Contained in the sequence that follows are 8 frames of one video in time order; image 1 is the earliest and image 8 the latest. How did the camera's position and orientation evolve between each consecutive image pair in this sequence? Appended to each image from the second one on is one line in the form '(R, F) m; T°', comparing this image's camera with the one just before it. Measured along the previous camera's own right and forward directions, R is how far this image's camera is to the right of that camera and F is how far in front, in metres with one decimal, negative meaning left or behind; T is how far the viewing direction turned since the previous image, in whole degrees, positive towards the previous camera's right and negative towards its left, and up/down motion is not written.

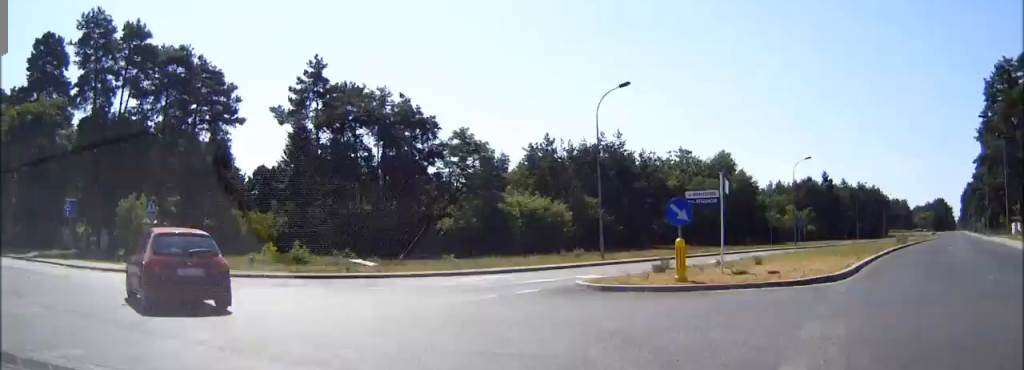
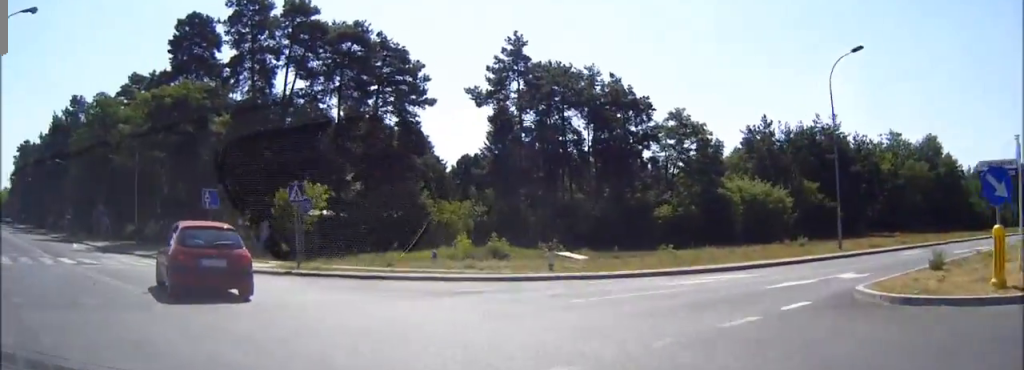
(-0.6, +5.5) m; -14°
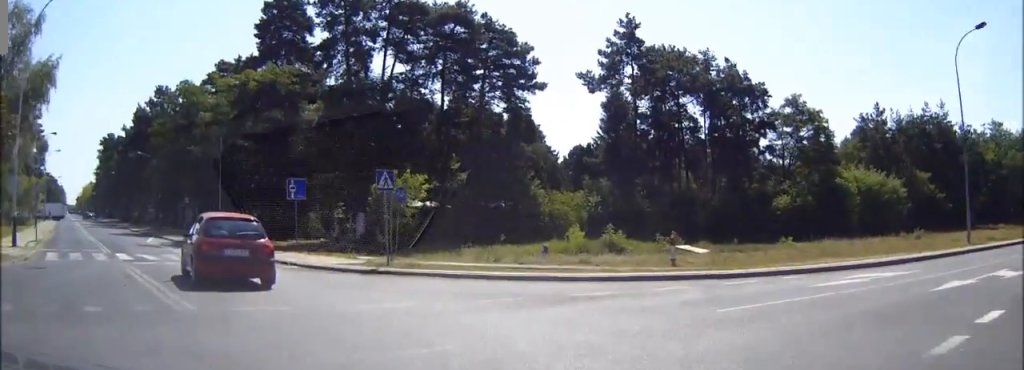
(0.0, +2.9) m; -8°
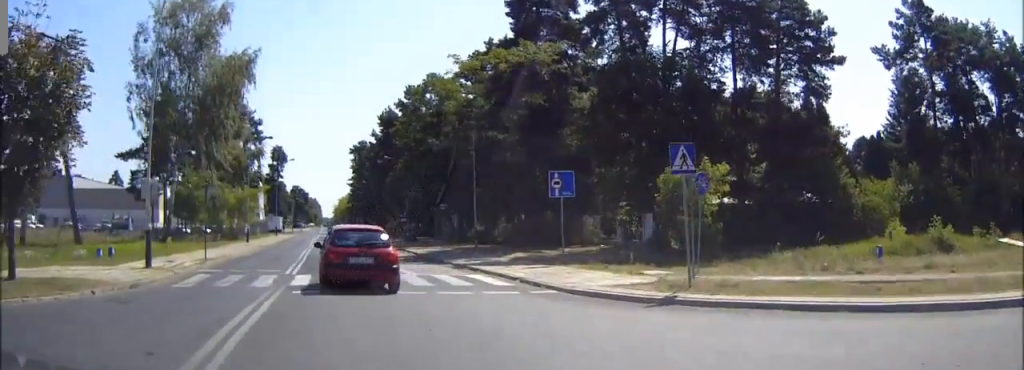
(-1.4, +7.2) m; -19°
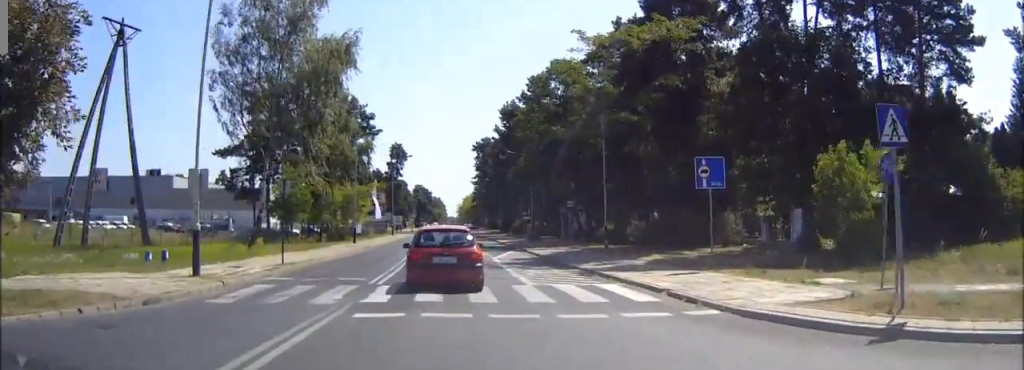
(-0.5, +4.2) m; -8°
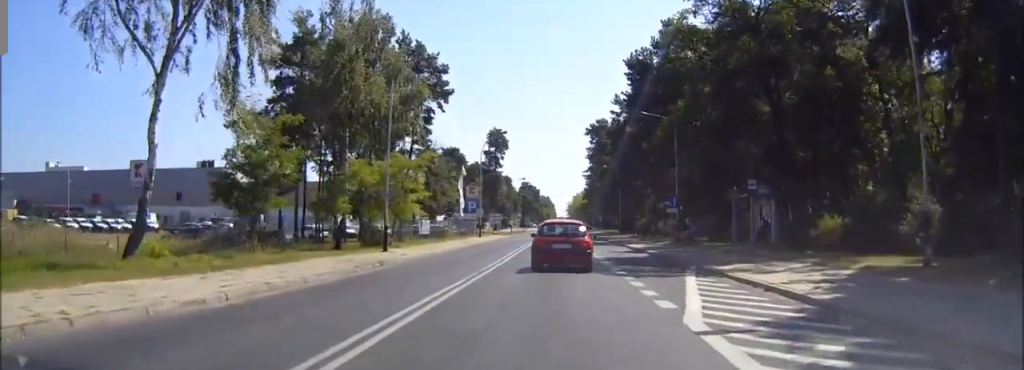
(-3.9, +23.2) m; -11°
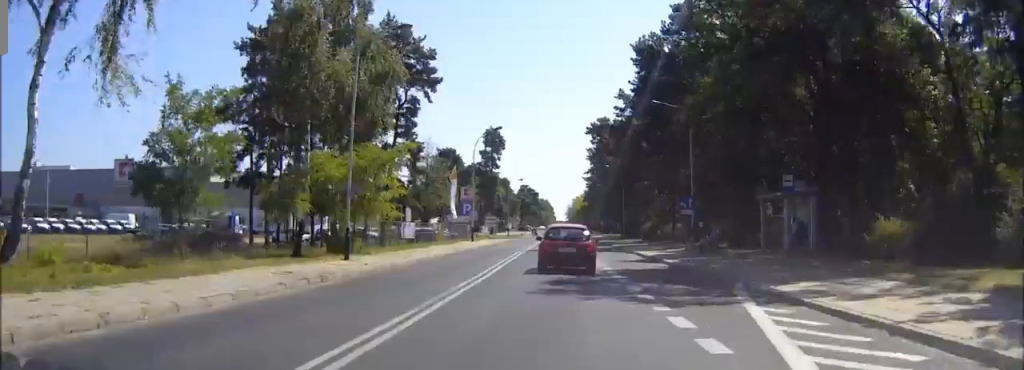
(+0.1, +5.7) m; 0°
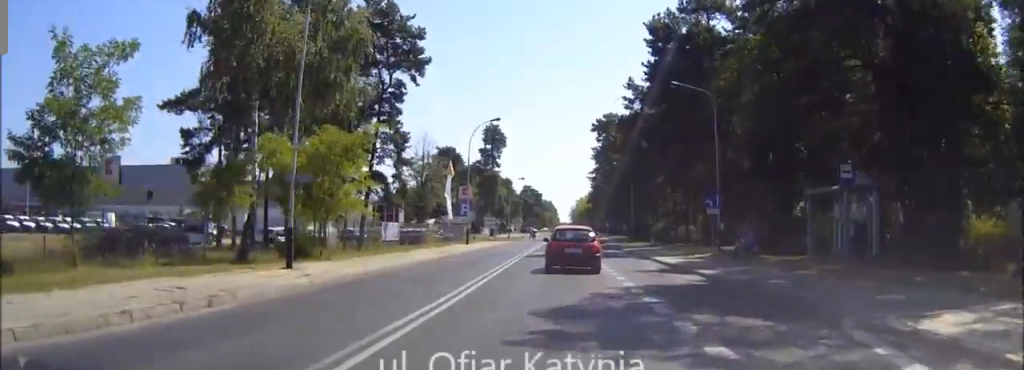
(0.0, +6.0) m; 0°
